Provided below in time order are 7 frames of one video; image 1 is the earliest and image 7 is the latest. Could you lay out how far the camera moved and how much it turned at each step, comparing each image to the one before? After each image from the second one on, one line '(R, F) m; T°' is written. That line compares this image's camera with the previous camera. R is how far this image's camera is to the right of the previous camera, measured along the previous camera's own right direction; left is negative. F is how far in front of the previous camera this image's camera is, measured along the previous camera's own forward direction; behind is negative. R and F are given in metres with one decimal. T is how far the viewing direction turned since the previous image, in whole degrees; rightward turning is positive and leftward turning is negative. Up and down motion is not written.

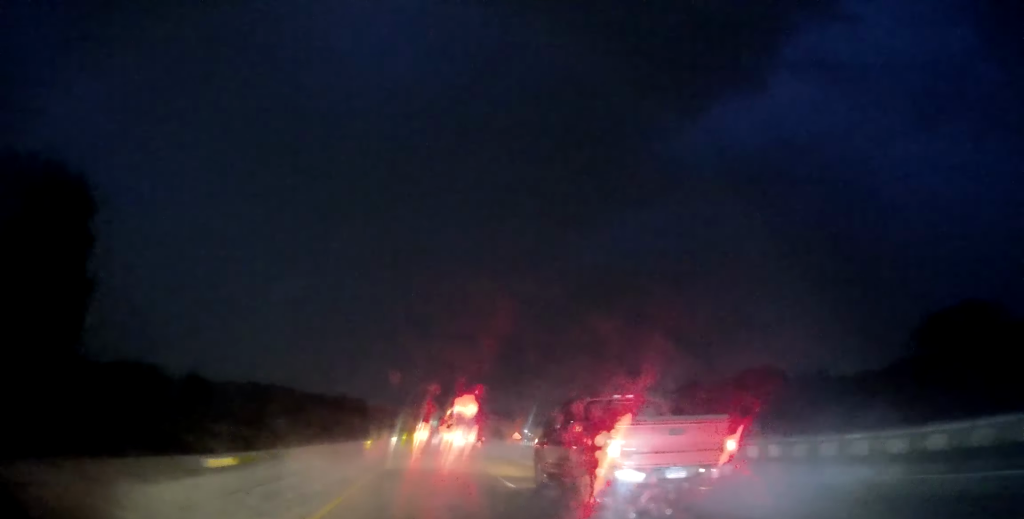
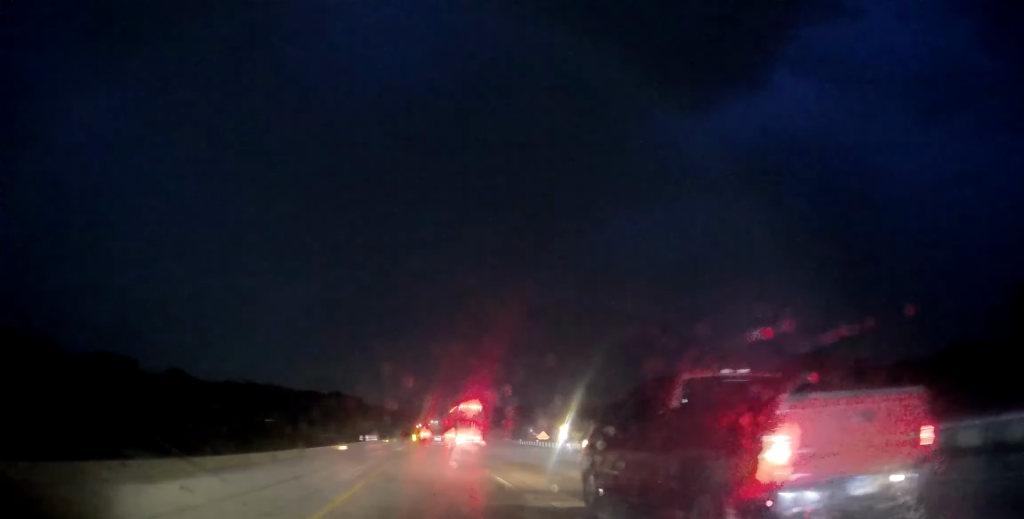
(+0.5, +22.4) m; +1°
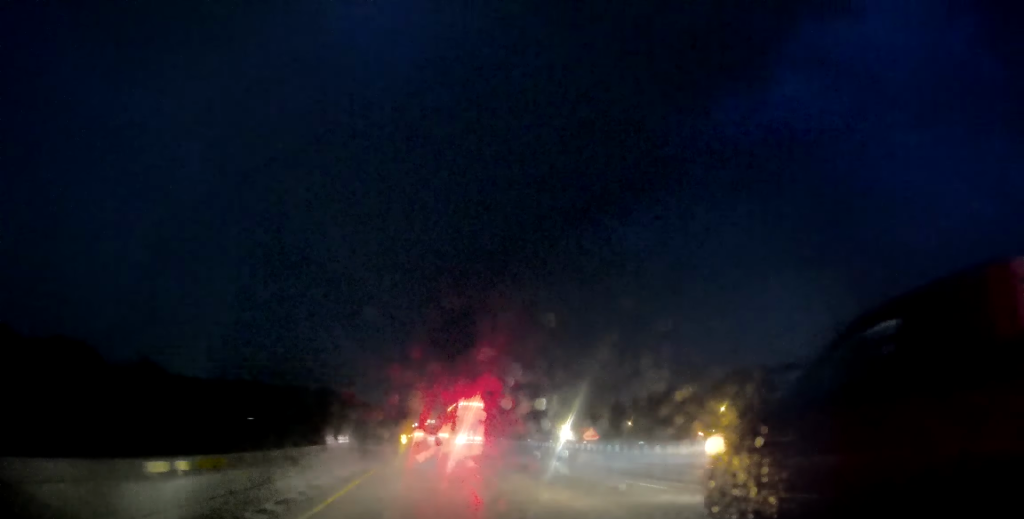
(+0.2, +24.1) m; 0°
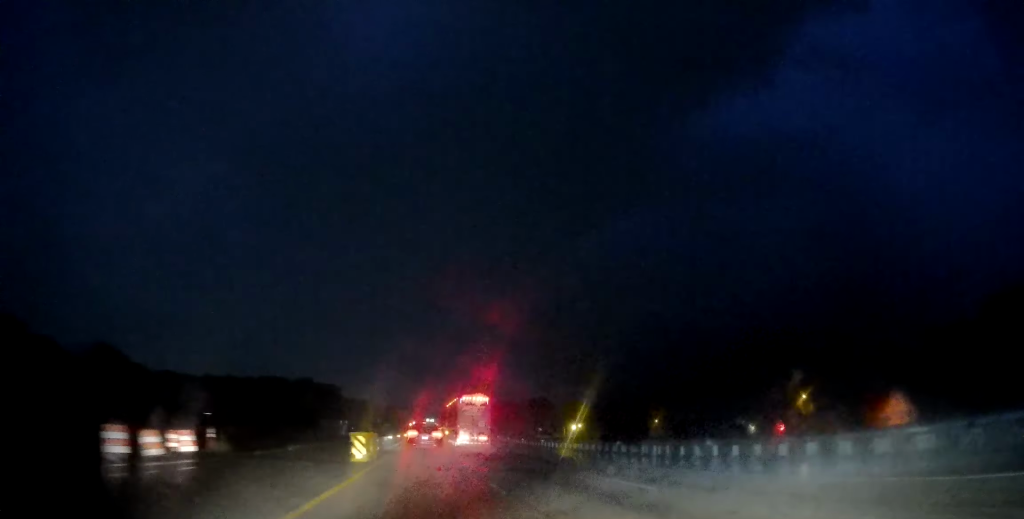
(-0.5, +36.6) m; 0°
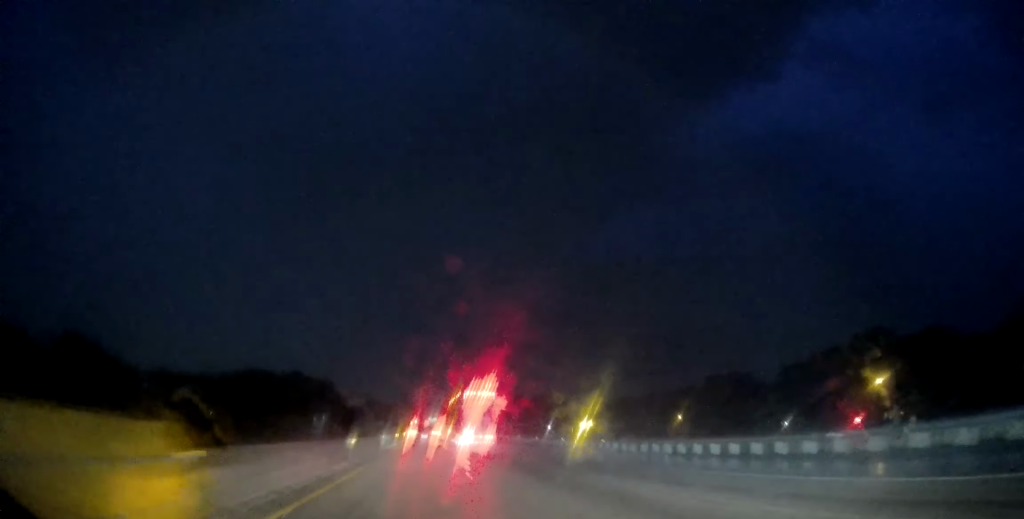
(+0.4, +23.4) m; 0°
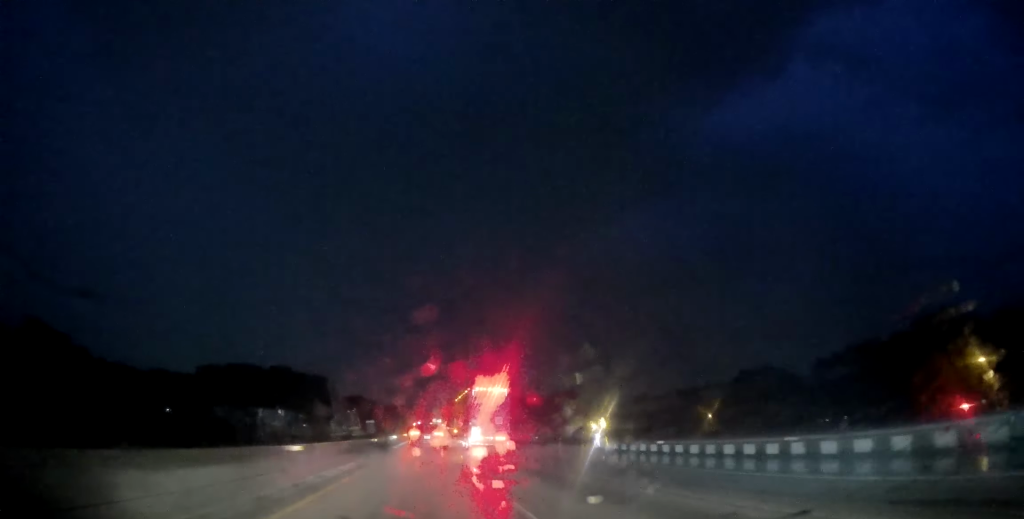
(-0.3, +23.4) m; -1°
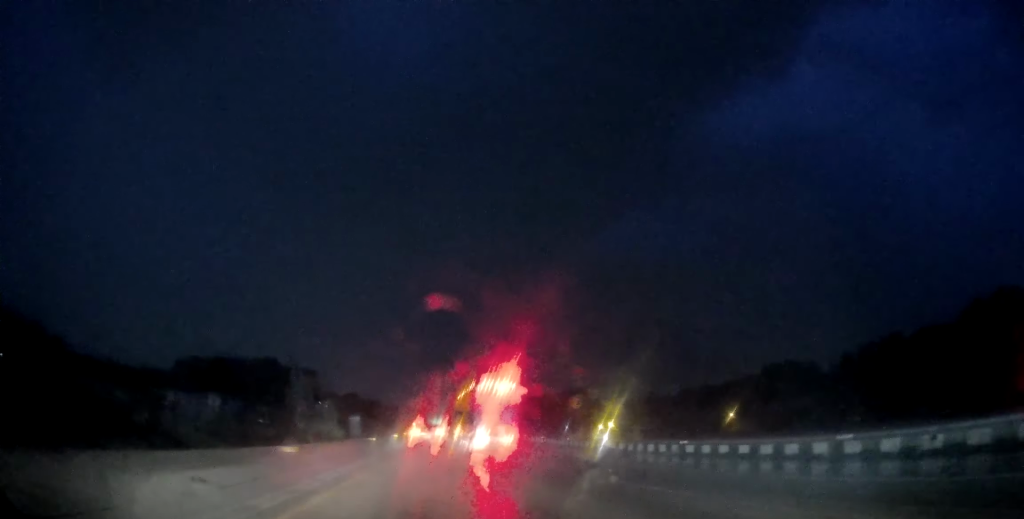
(-0.1, +16.3) m; 0°
